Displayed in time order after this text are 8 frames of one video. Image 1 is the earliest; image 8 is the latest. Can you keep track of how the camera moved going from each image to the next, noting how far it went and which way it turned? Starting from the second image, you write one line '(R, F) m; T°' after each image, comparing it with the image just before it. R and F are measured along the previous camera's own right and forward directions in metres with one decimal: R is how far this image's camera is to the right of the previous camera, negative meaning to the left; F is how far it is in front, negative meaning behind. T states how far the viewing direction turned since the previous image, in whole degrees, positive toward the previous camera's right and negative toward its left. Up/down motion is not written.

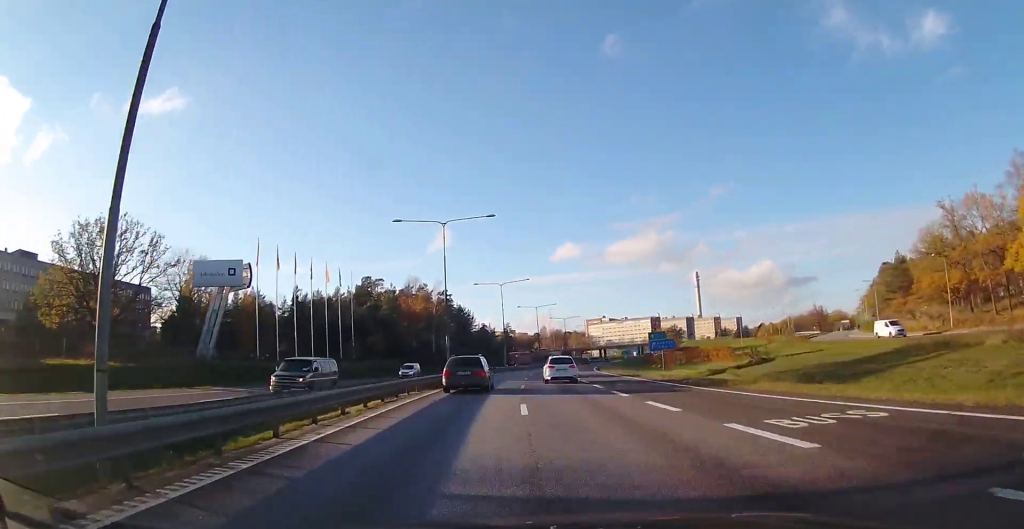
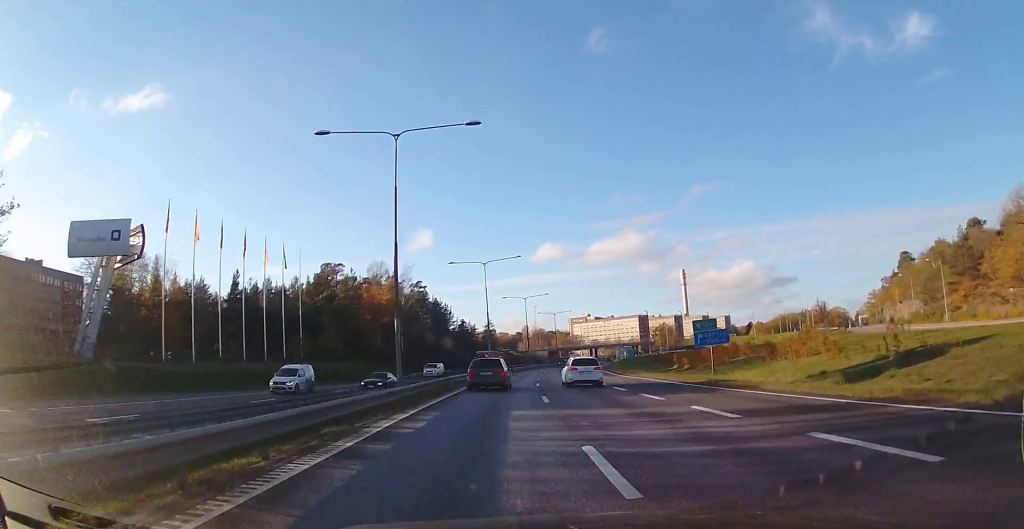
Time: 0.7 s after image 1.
(+0.1, +19.6) m; +2°
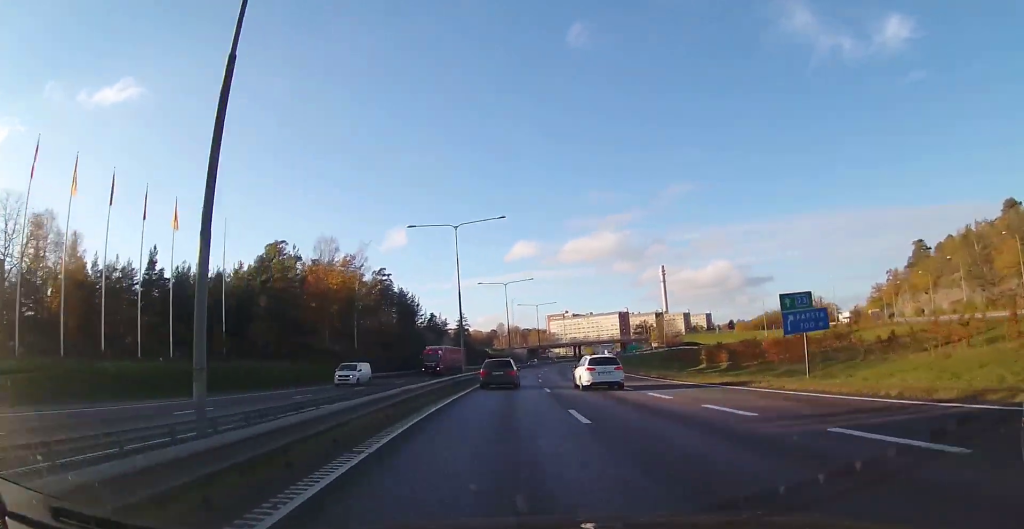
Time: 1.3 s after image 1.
(+0.6, +18.4) m; +2°
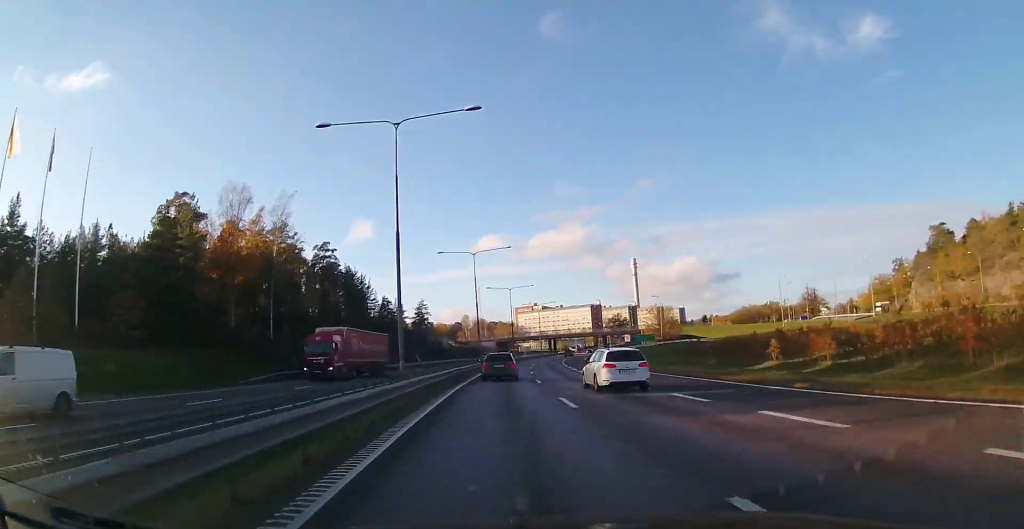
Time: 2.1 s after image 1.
(+0.5, +21.6) m; +3°
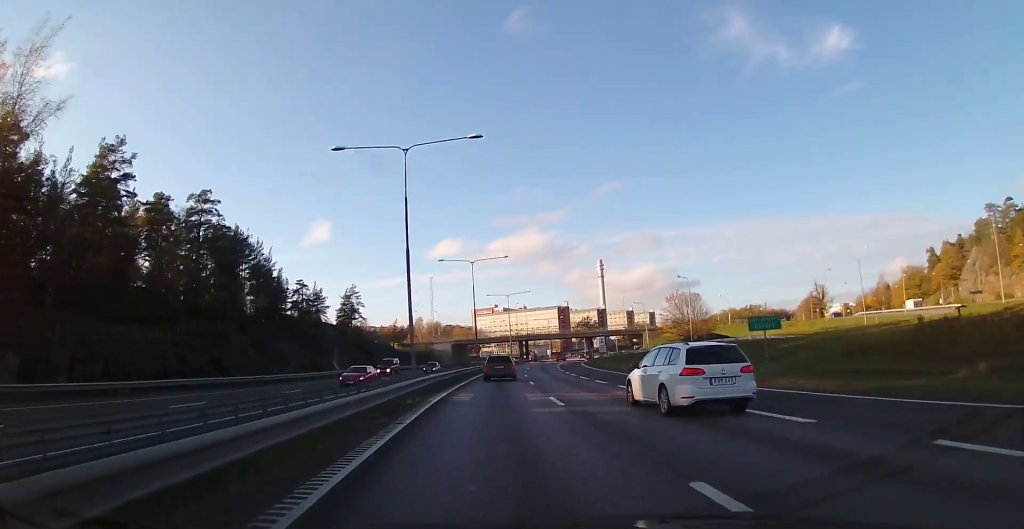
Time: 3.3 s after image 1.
(+1.6, +35.9) m; +5°
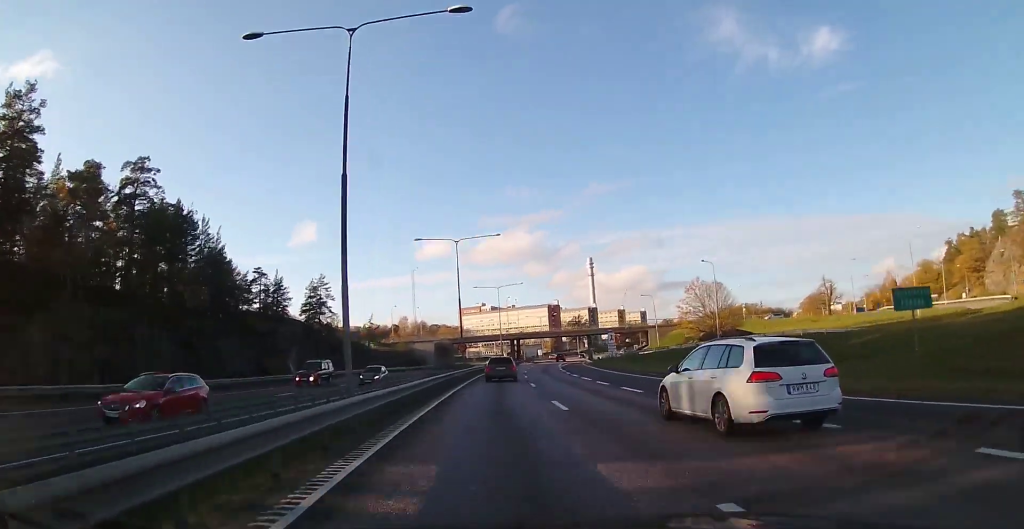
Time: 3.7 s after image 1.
(-0.1, +13.1) m; +2°
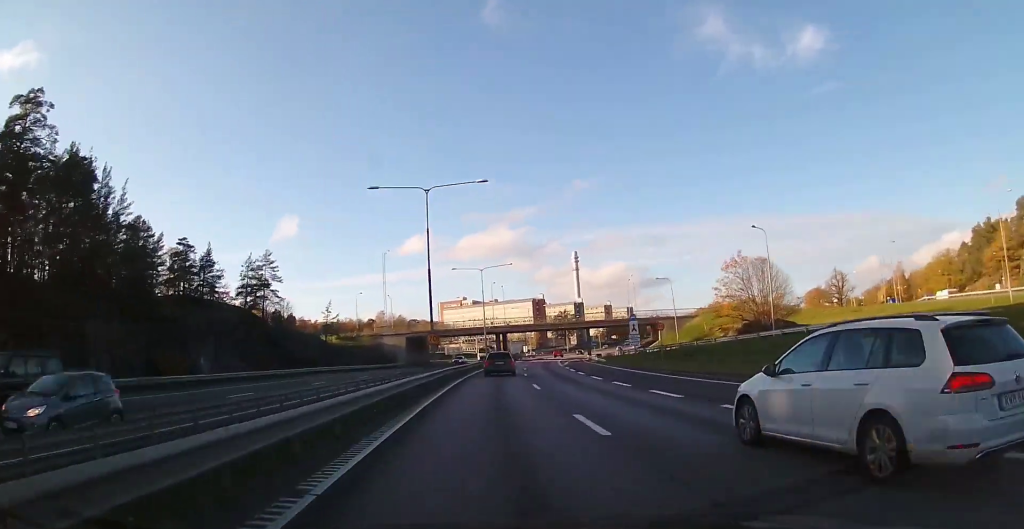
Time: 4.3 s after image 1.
(+0.6, +17.0) m; +2°
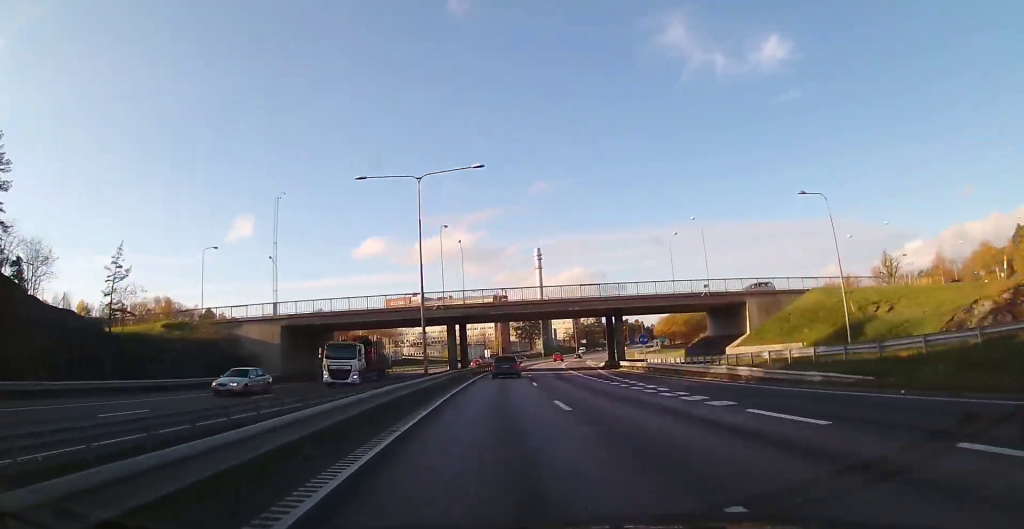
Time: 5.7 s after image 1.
(+2.0, +43.5) m; +5°
